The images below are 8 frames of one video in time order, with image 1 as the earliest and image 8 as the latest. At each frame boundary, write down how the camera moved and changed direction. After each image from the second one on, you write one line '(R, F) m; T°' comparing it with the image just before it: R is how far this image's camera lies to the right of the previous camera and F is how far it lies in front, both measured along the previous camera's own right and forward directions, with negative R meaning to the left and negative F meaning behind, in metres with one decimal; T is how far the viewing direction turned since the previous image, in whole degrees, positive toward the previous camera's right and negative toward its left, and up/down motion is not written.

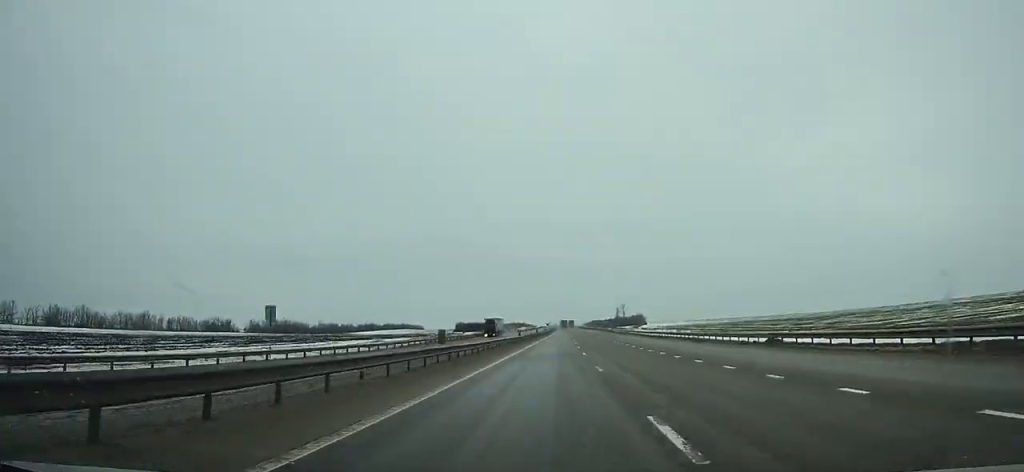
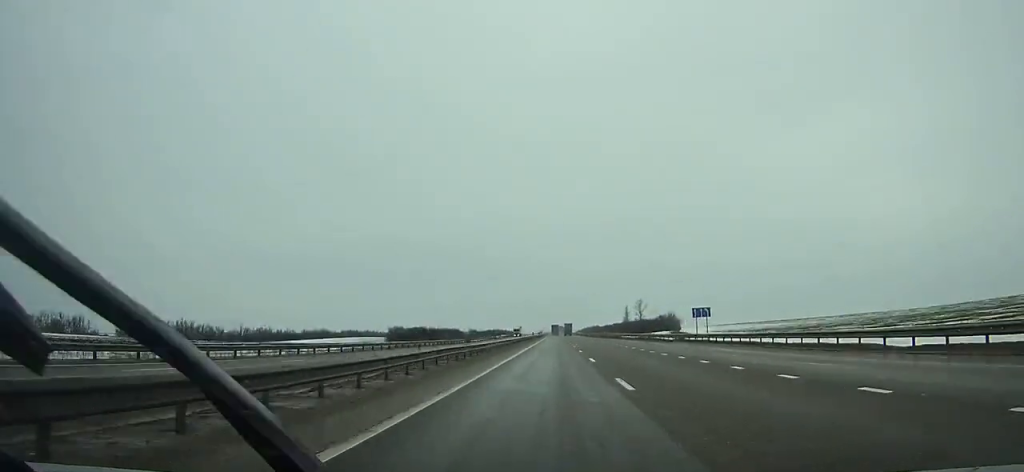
(+1.4, +134.5) m; +1°
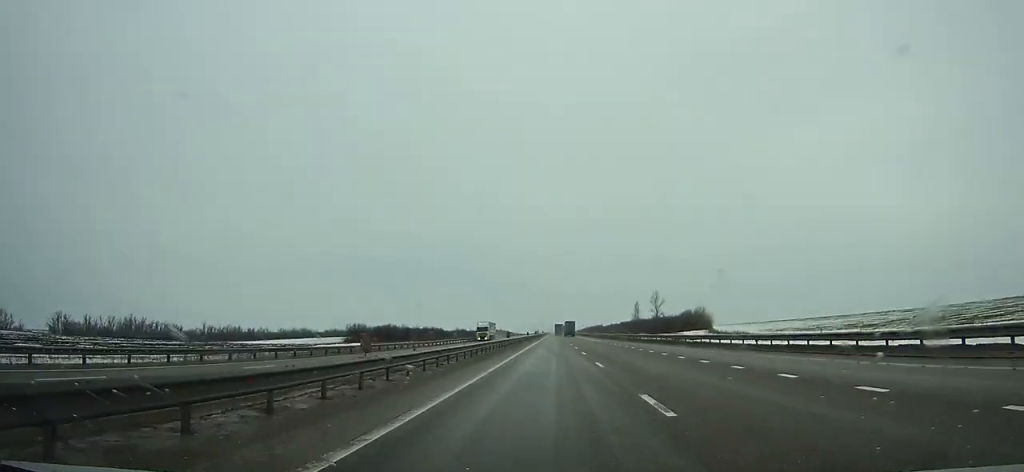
(0.0, +52.9) m; 0°
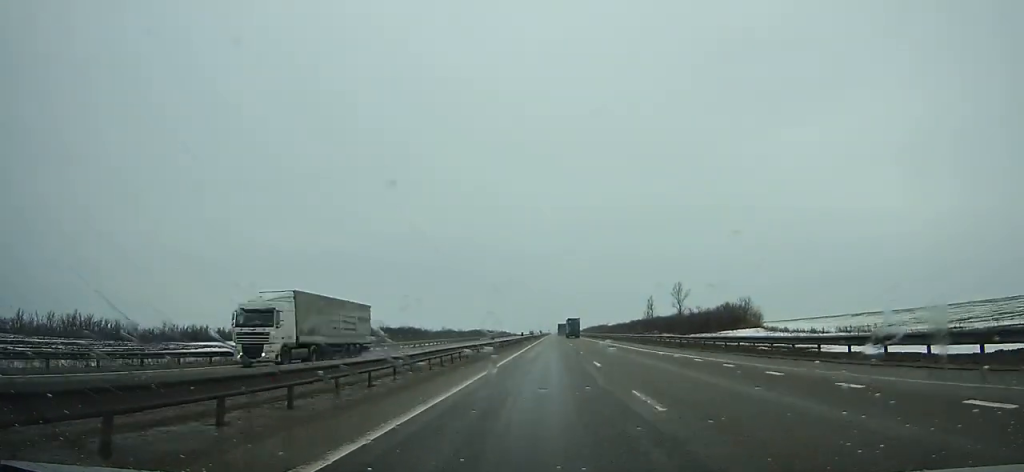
(-0.1, +47.1) m; 0°
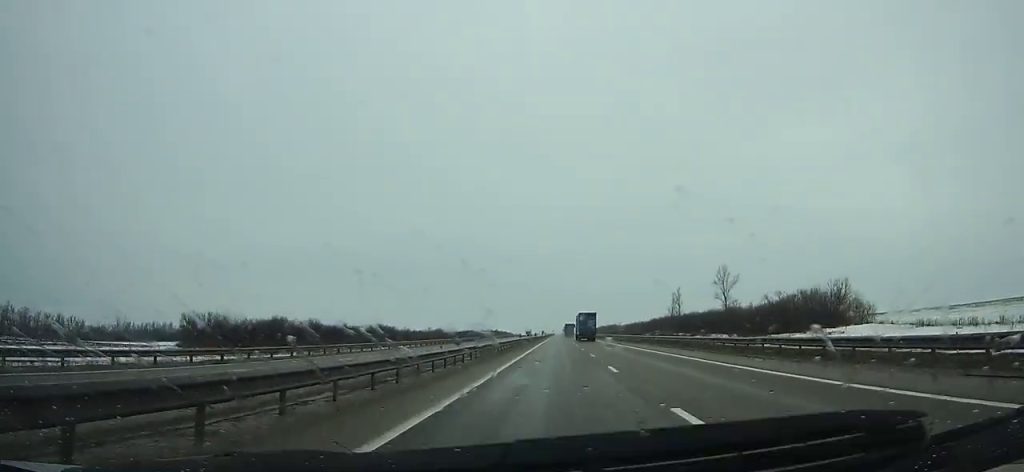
(0.0, +49.5) m; 0°
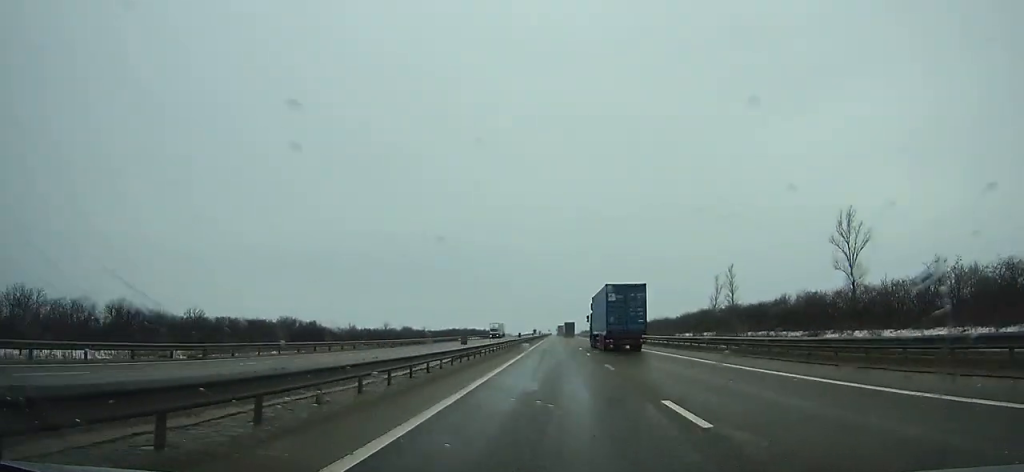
(0.0, +70.2) m; 0°
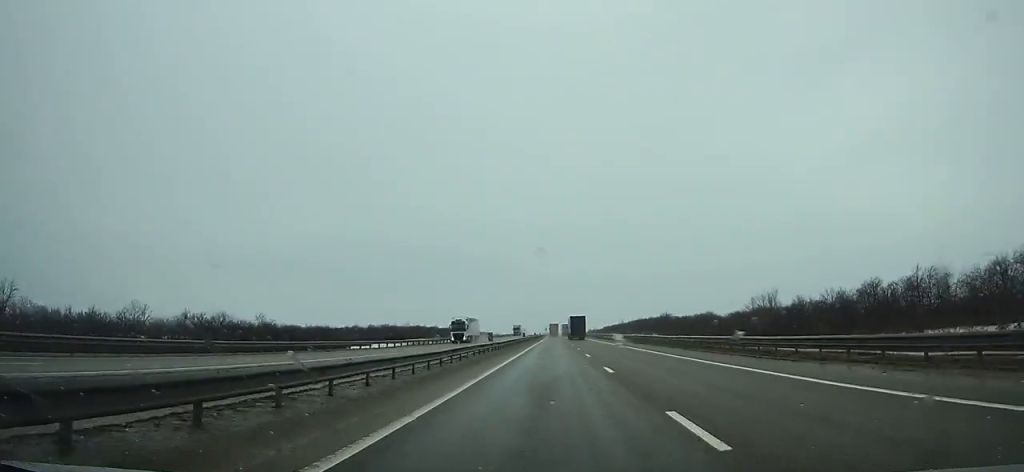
(+0.2, +168.5) m; 0°
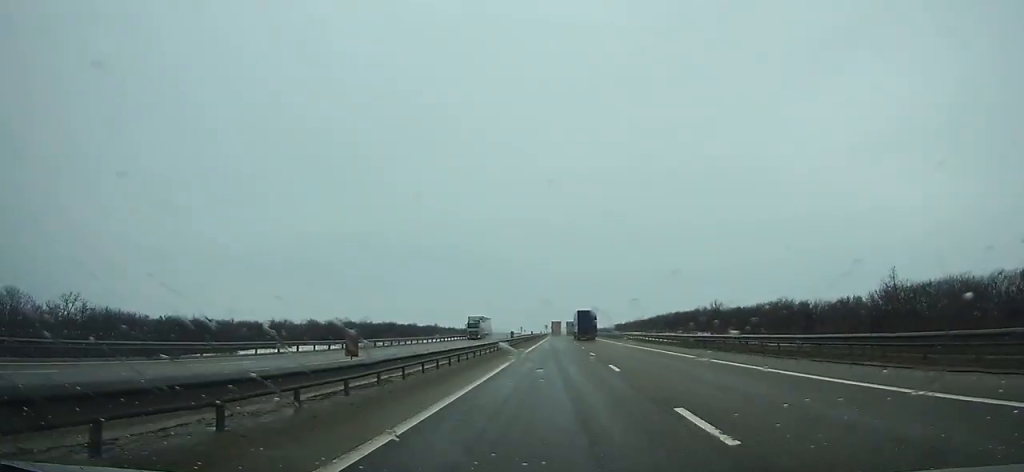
(-0.1, +59.4) m; 0°
